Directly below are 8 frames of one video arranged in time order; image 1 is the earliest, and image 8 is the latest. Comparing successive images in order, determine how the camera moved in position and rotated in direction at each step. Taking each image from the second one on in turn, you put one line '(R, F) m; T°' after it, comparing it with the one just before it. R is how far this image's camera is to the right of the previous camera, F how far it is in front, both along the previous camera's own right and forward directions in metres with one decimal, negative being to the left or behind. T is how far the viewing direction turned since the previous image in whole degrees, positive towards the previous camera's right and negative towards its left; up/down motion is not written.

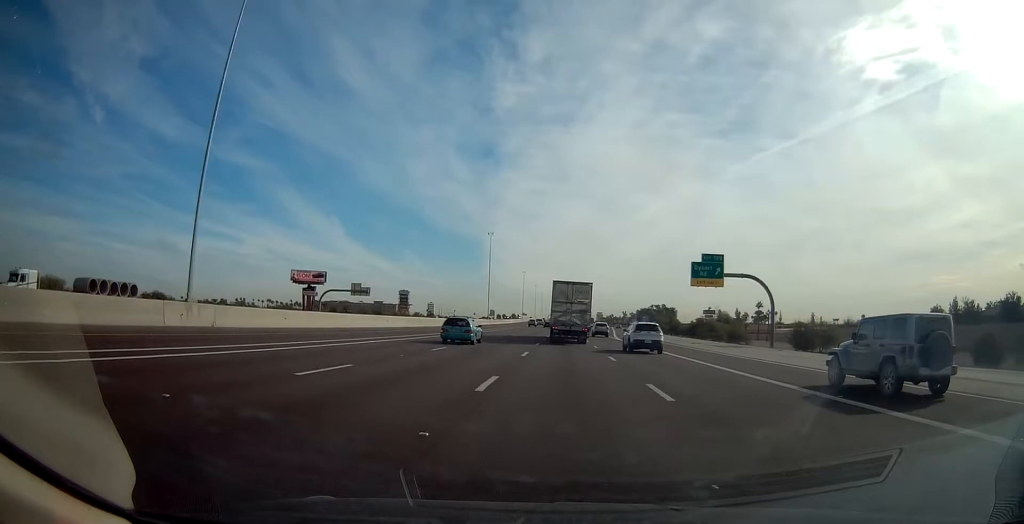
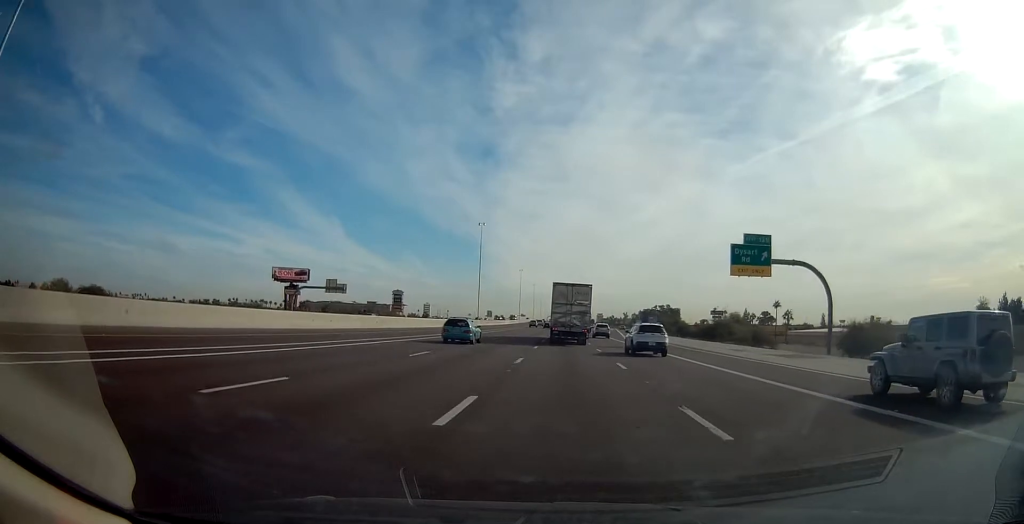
(0.0, +15.6) m; 0°
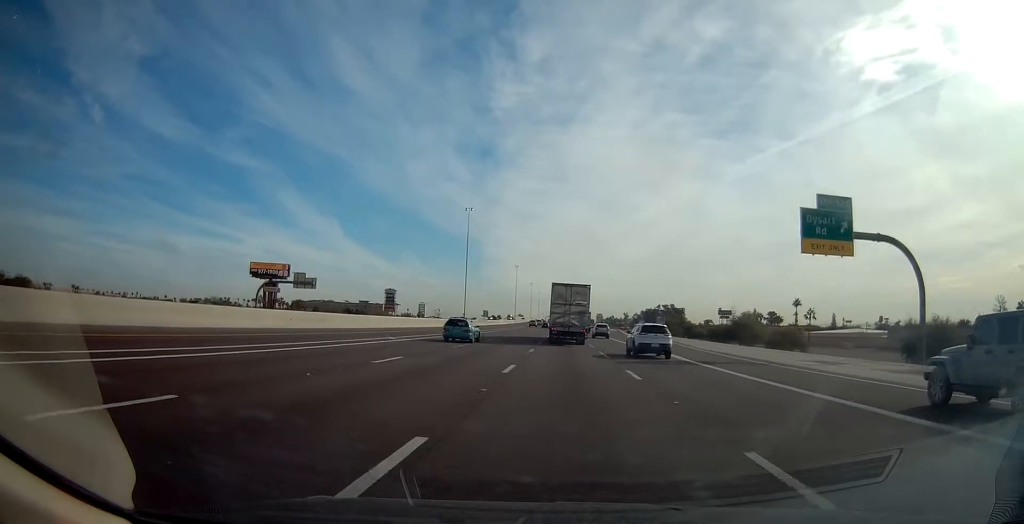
(-0.1, +15.8) m; +1°
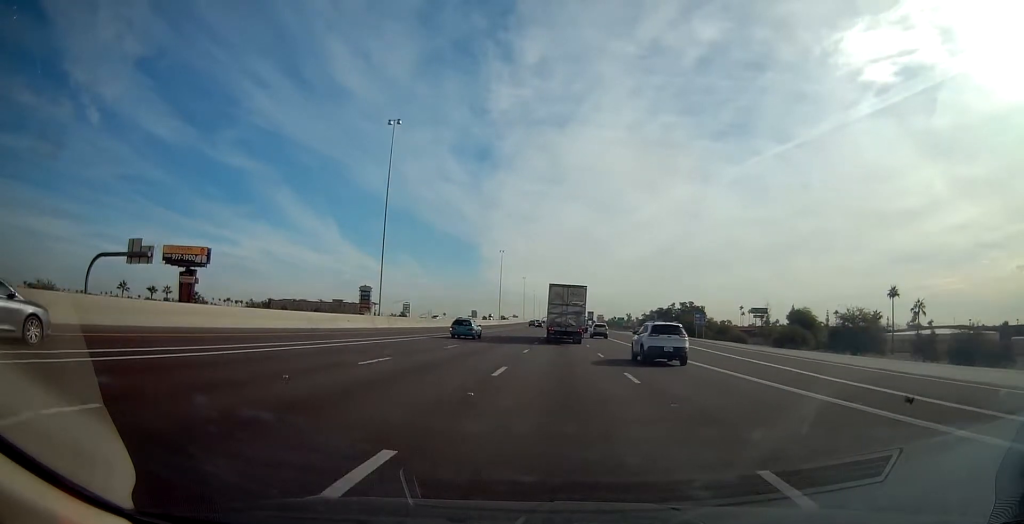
(+1.5, +49.3) m; +3°
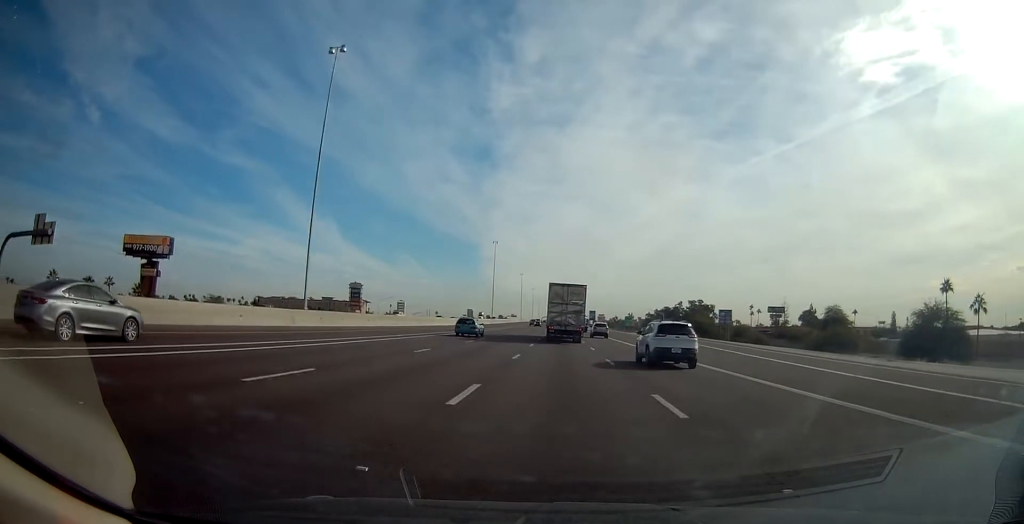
(0.0, +17.7) m; -1°
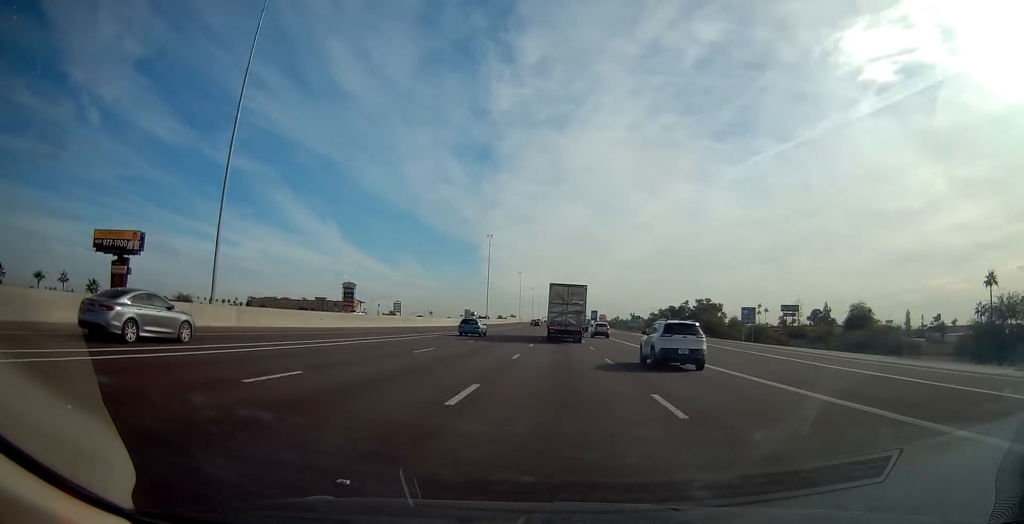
(-0.1, +12.1) m; -1°
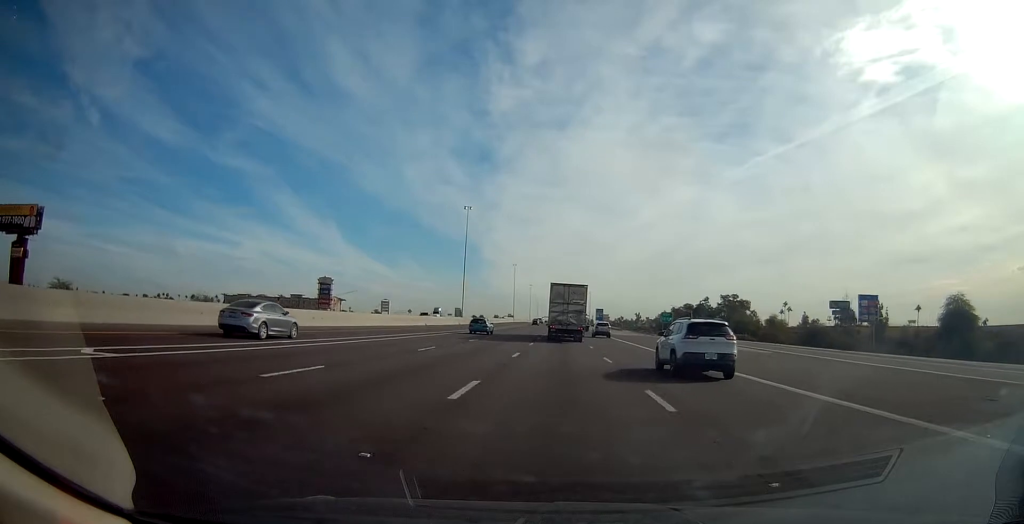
(-0.4, +35.5) m; 0°
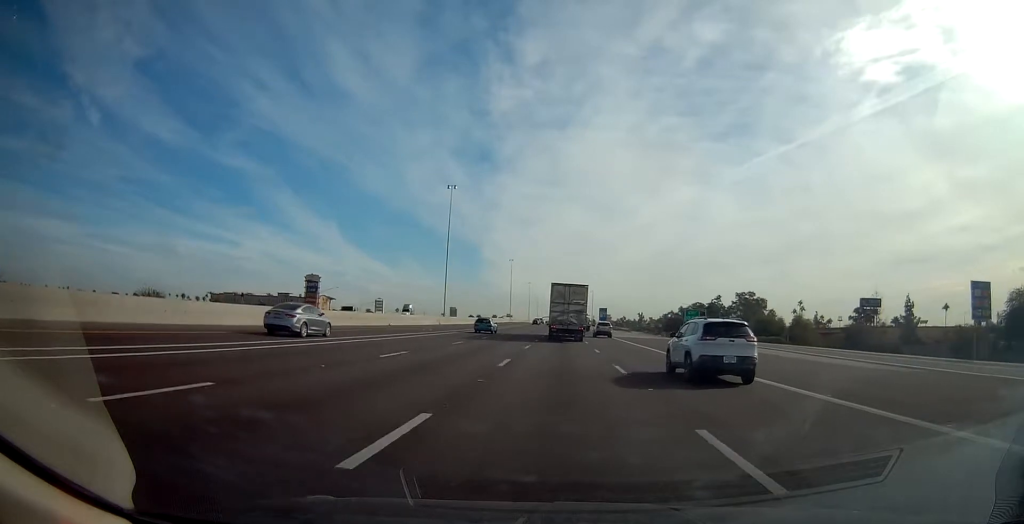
(+0.3, +17.0) m; 0°
